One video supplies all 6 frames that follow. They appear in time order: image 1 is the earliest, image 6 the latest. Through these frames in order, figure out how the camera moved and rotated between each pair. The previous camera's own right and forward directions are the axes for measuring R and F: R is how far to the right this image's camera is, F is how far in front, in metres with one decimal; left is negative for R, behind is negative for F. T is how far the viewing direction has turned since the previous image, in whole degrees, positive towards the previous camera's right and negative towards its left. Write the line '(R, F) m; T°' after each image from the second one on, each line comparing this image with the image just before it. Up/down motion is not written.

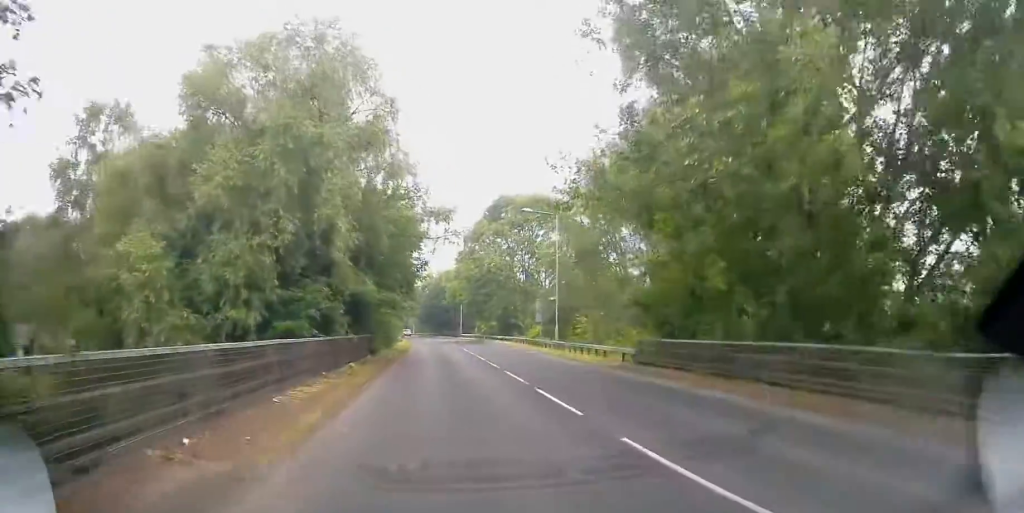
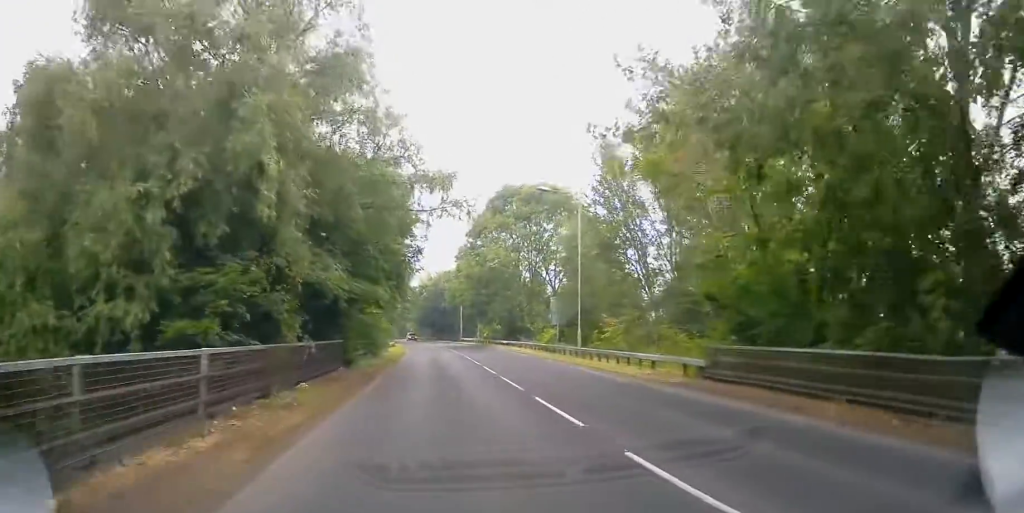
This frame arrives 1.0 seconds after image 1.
(-0.1, +7.4) m; -2°
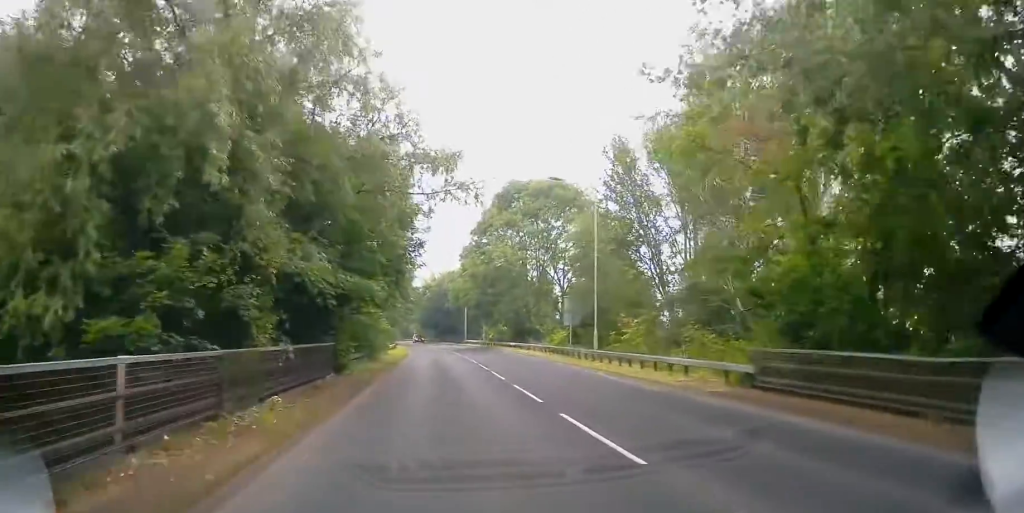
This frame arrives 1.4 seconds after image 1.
(0.0, +2.6) m; -1°
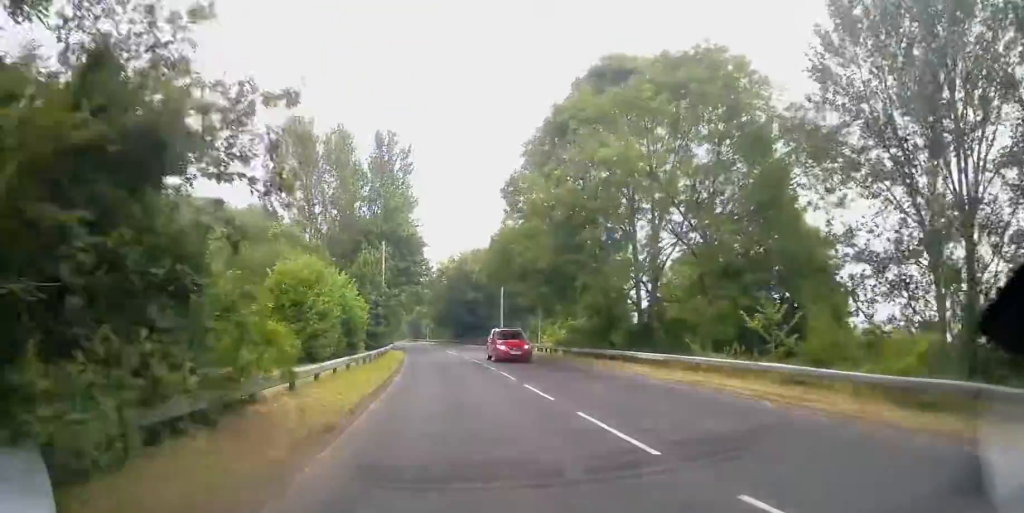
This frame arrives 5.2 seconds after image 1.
(-0.7, +23.4) m; -2°
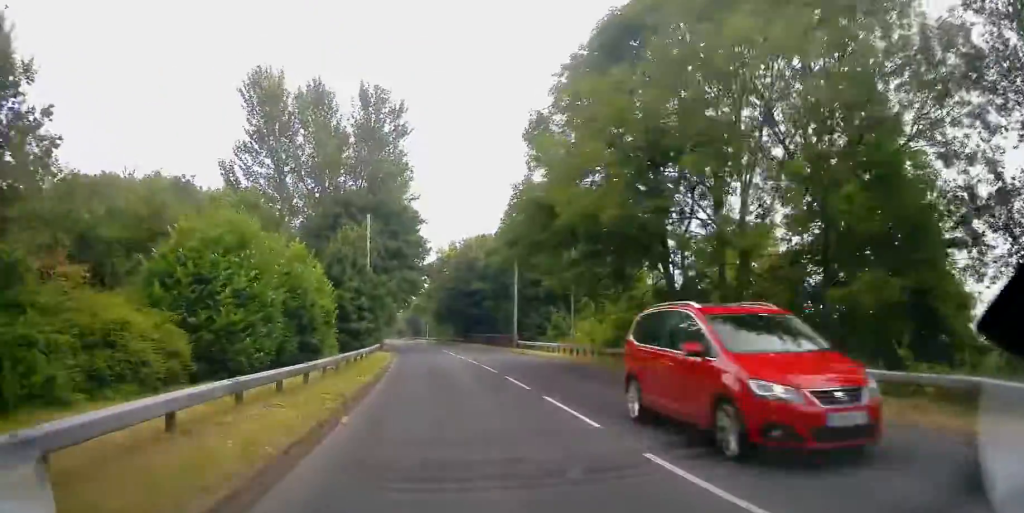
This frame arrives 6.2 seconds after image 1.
(-0.2, +8.9) m; 0°
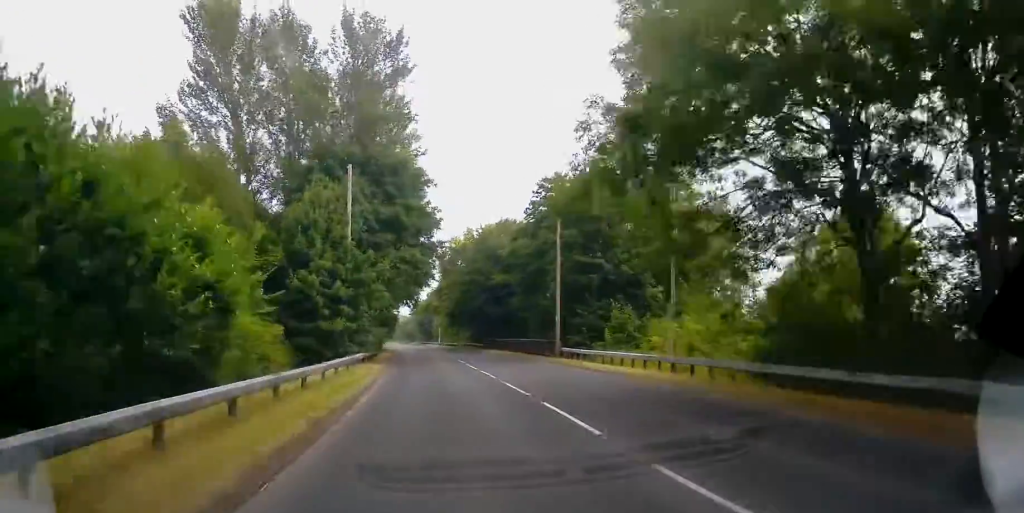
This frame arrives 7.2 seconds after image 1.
(+0.3, +11.6) m; 0°
